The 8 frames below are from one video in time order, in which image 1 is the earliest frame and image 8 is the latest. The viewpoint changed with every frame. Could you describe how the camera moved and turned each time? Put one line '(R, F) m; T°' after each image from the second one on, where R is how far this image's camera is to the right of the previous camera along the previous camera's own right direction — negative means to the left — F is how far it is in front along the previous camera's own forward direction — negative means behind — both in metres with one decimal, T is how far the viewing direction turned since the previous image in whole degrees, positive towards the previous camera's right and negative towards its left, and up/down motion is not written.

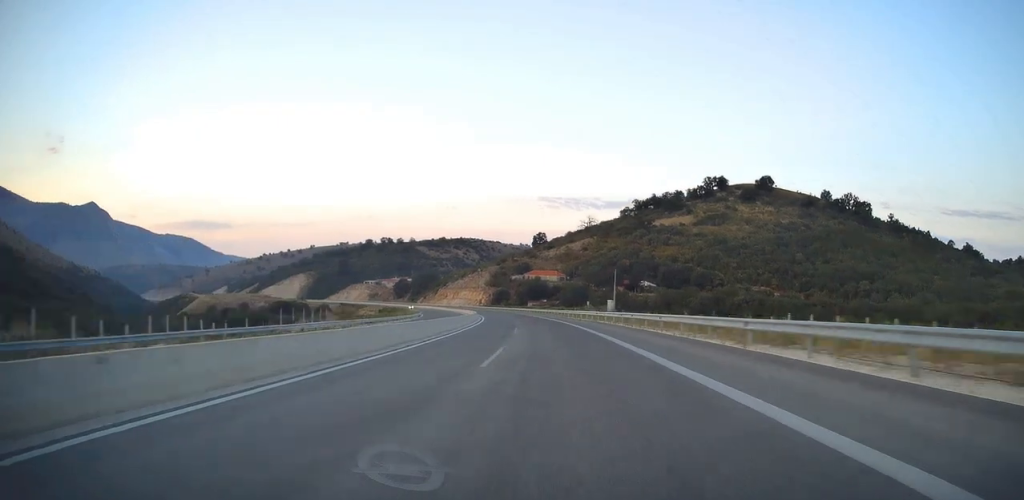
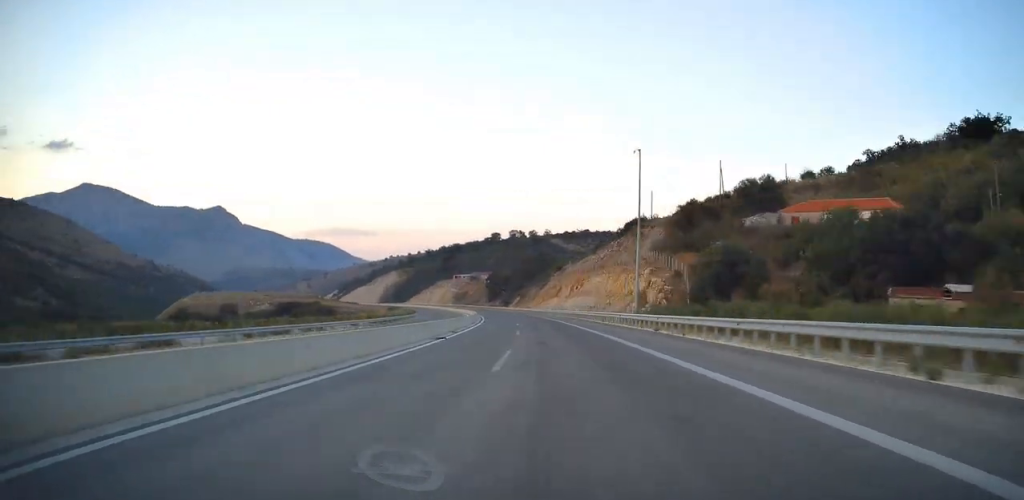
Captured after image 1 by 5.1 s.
(-9.8, +182.6) m; -10°
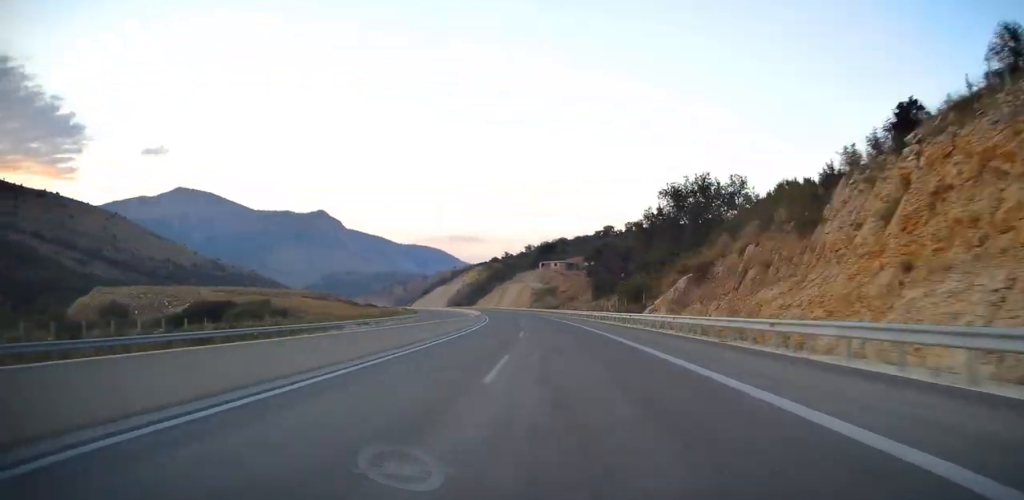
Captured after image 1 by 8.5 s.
(-13.2, +128.5) m; -8°
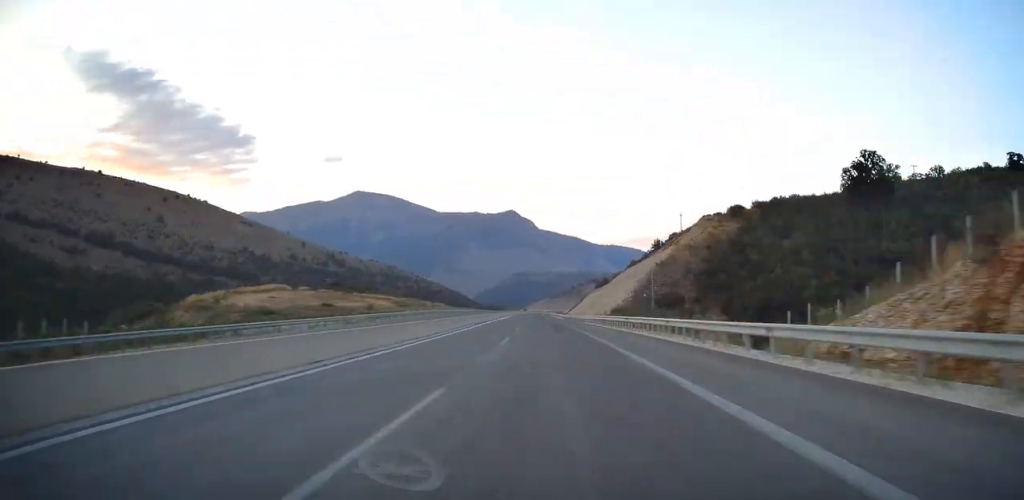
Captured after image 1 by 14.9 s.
(-31.9, +235.7) m; -9°
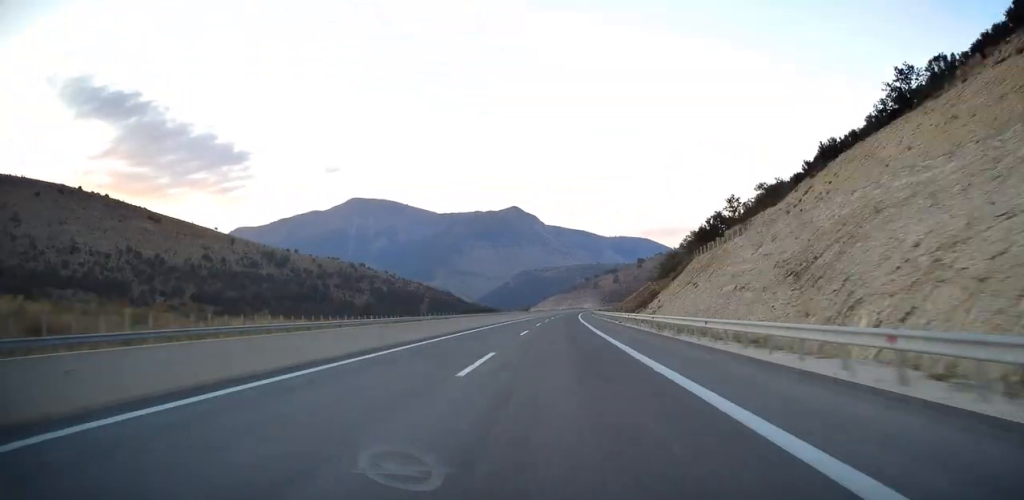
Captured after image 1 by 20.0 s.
(-15.0, +190.5) m; -2°
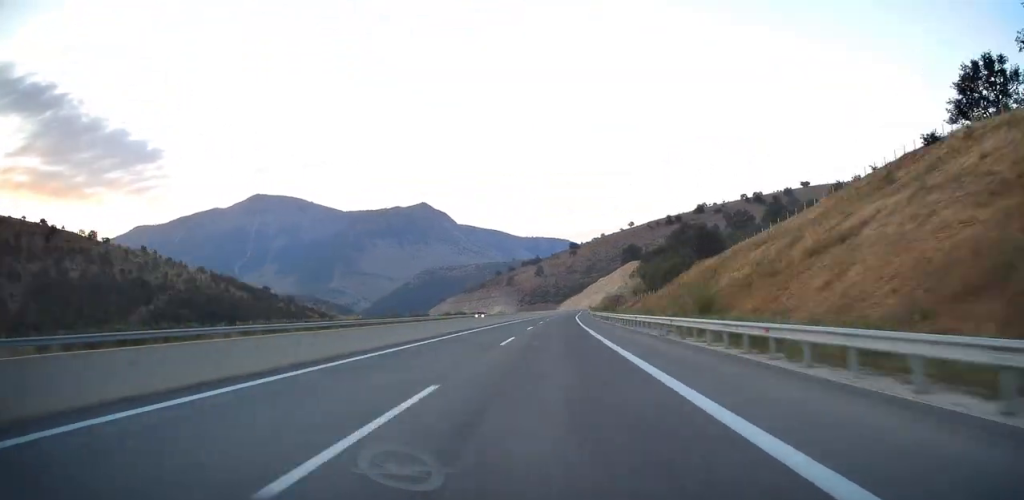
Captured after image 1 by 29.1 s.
(+16.9, +340.5) m; +4°
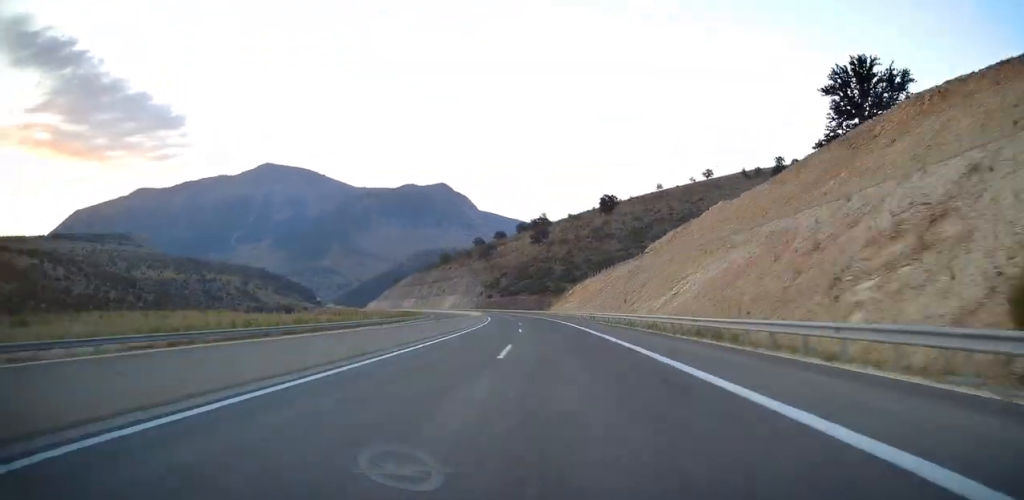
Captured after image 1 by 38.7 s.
(-4.2, +359.5) m; -8°
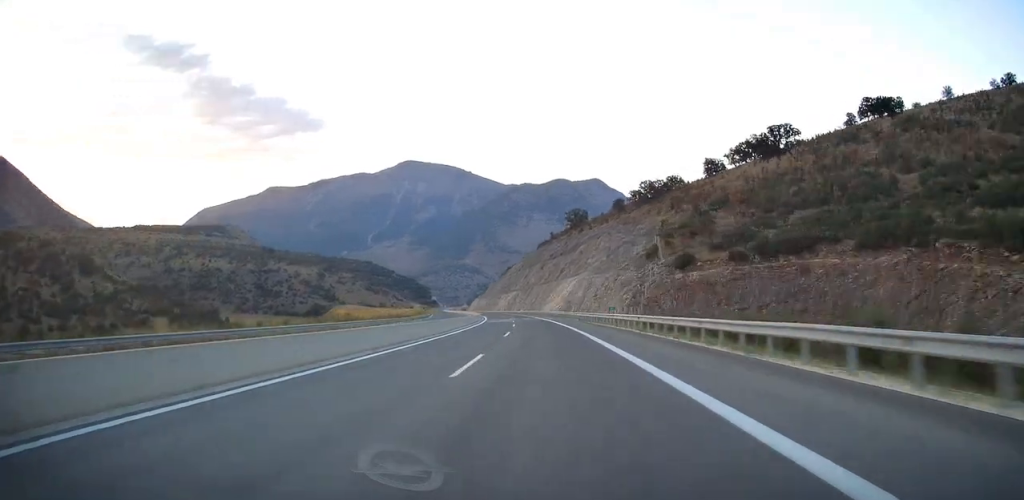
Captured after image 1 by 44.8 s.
(-15.6, +228.2) m; -10°
